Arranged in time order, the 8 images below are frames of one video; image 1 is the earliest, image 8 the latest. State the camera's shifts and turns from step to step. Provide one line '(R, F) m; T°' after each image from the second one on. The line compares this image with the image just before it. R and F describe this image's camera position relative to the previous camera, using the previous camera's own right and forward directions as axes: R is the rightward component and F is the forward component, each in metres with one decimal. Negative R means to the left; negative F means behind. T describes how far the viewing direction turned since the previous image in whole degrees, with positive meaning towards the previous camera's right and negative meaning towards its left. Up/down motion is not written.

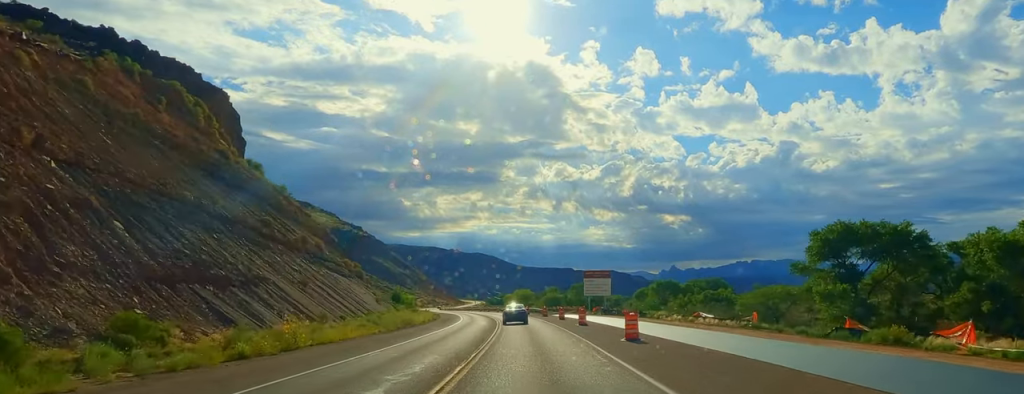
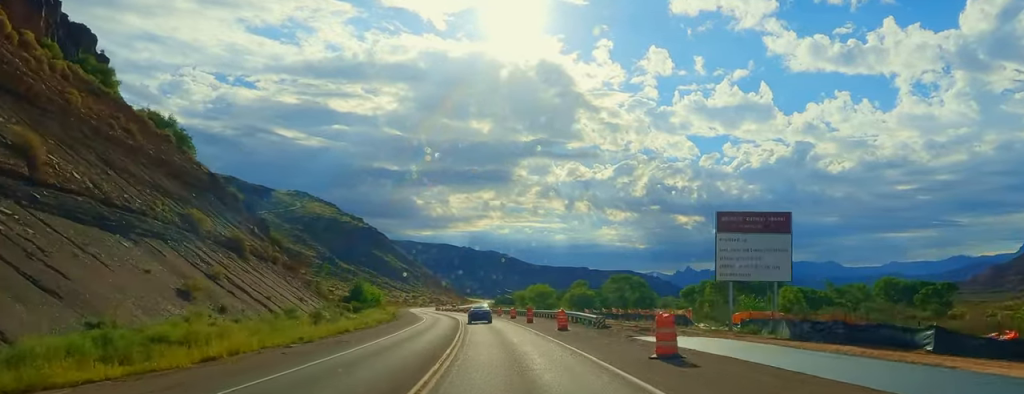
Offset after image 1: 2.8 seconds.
(-1.6, +61.7) m; -4°
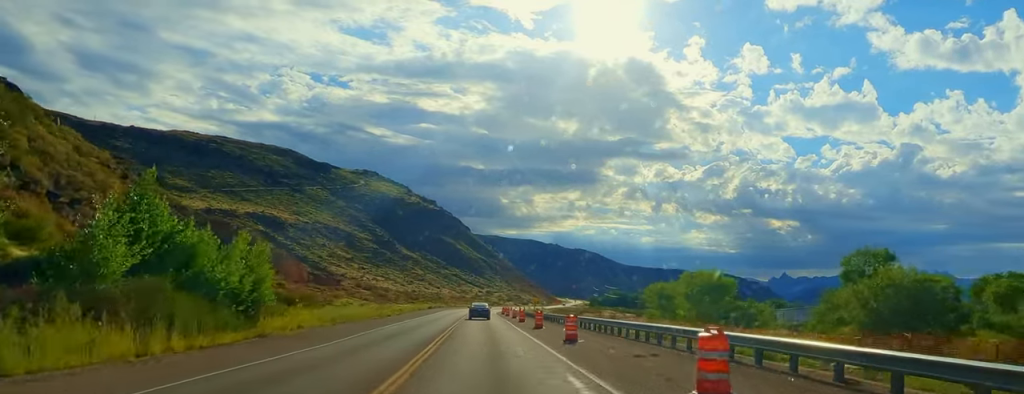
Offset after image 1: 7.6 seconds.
(-5.5, +107.8) m; -5°
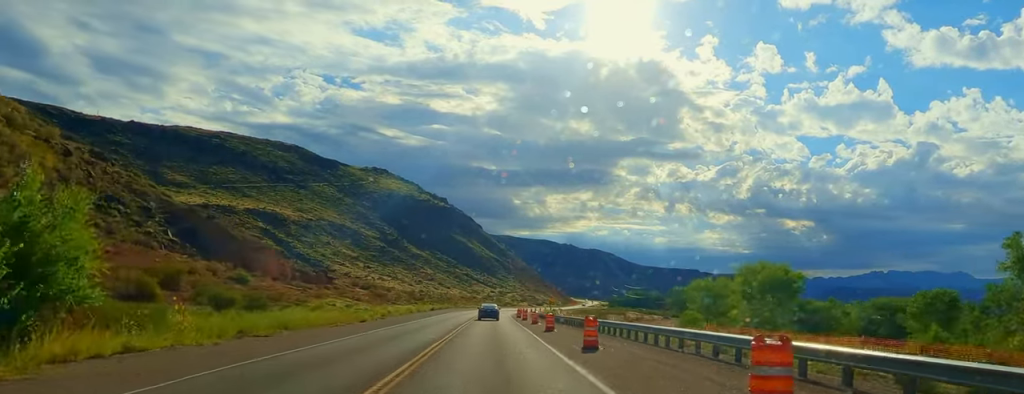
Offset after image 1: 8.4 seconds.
(-0.3, +19.5) m; -1°
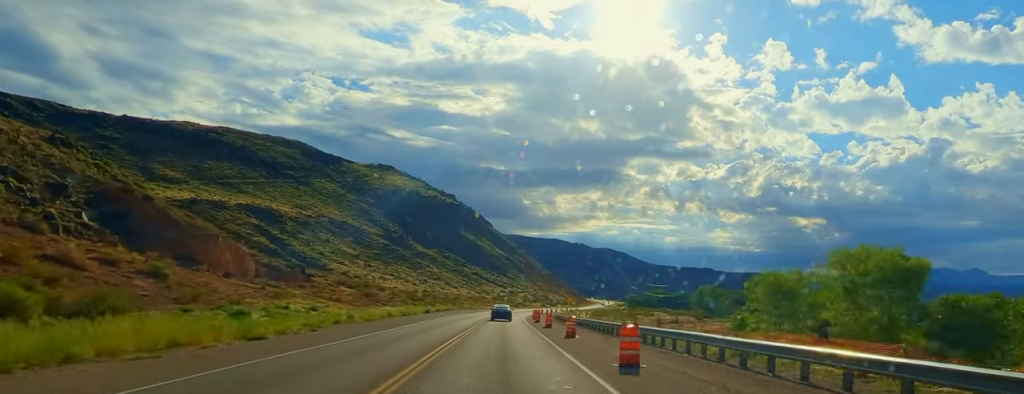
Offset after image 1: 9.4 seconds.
(0.0, +23.0) m; 0°
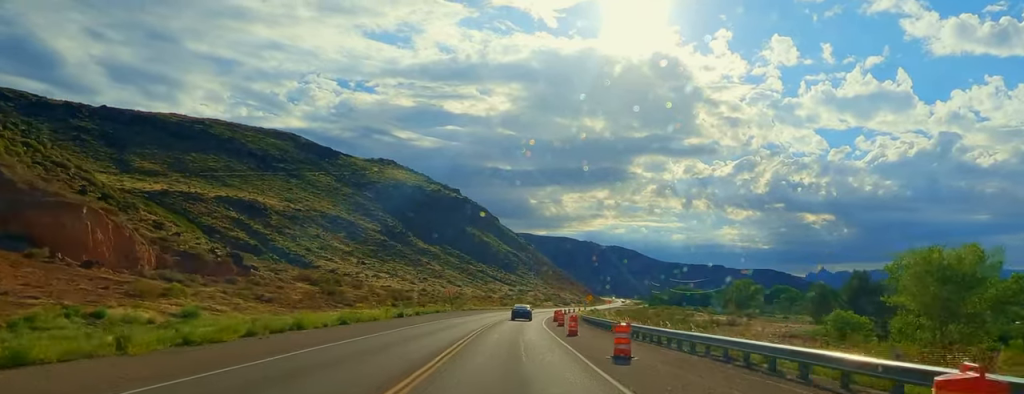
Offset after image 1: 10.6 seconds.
(-0.2, +30.3) m; +1°
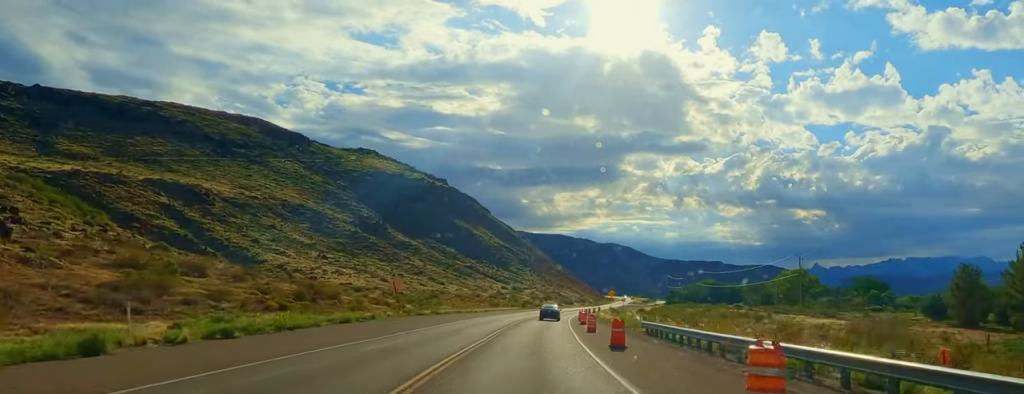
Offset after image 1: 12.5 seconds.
(+1.2, +46.0) m; +2°
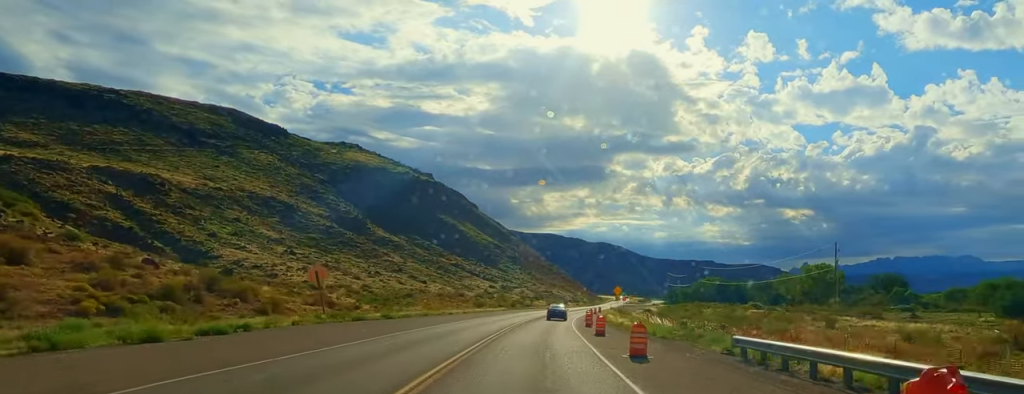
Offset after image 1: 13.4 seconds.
(+0.1, +21.1) m; +1°
